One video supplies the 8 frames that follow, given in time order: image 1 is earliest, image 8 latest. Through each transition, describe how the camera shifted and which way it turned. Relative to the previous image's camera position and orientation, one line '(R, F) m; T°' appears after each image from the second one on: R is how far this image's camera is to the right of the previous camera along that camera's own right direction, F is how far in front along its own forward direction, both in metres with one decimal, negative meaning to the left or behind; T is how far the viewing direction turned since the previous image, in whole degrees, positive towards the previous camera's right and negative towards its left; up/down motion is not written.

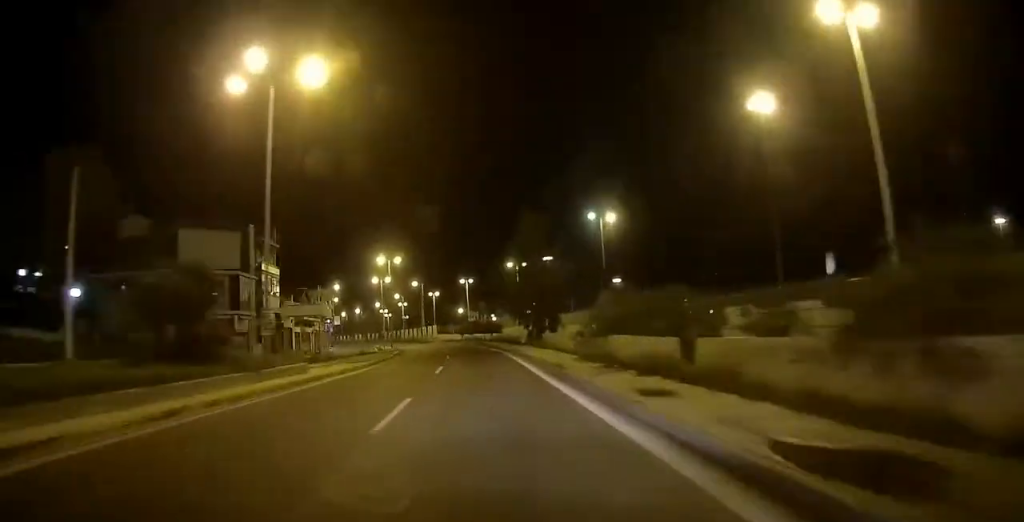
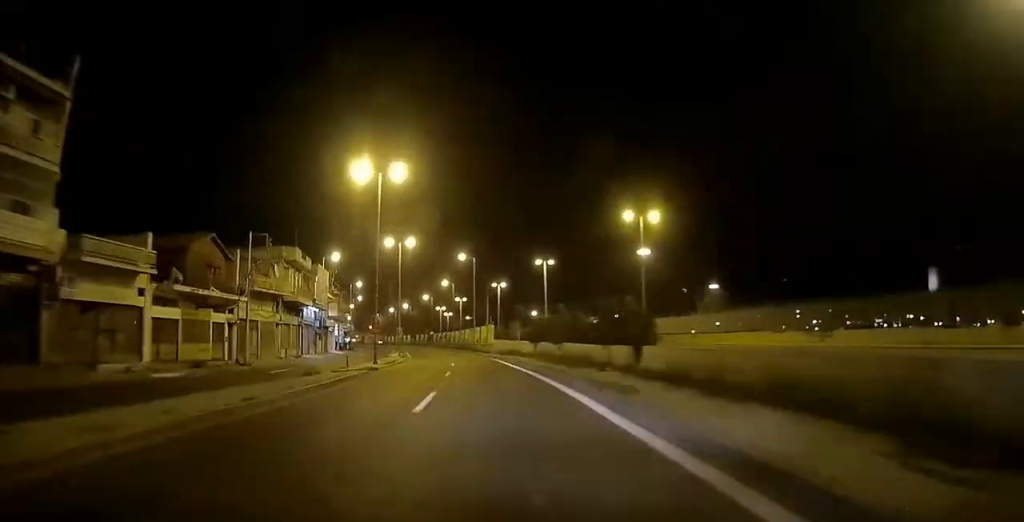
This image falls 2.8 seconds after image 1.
(+0.1, +44.0) m; -3°
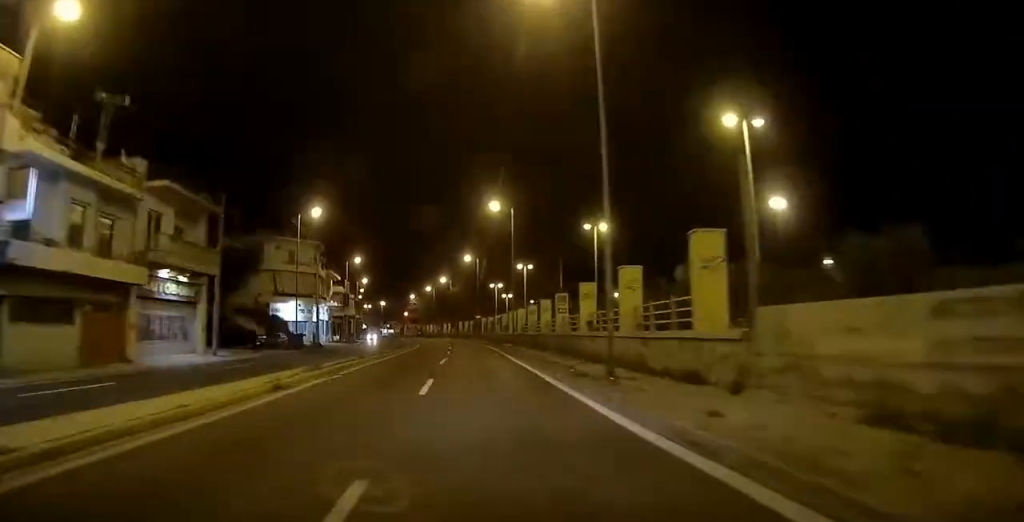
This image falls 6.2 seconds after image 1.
(-2.6, +52.6) m; -5°
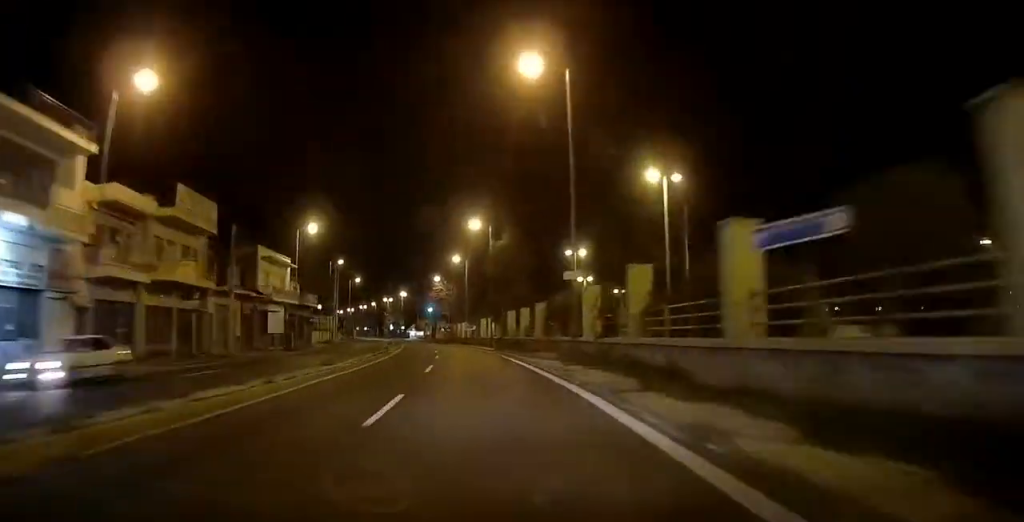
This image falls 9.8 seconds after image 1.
(-2.4, +57.0) m; -4°
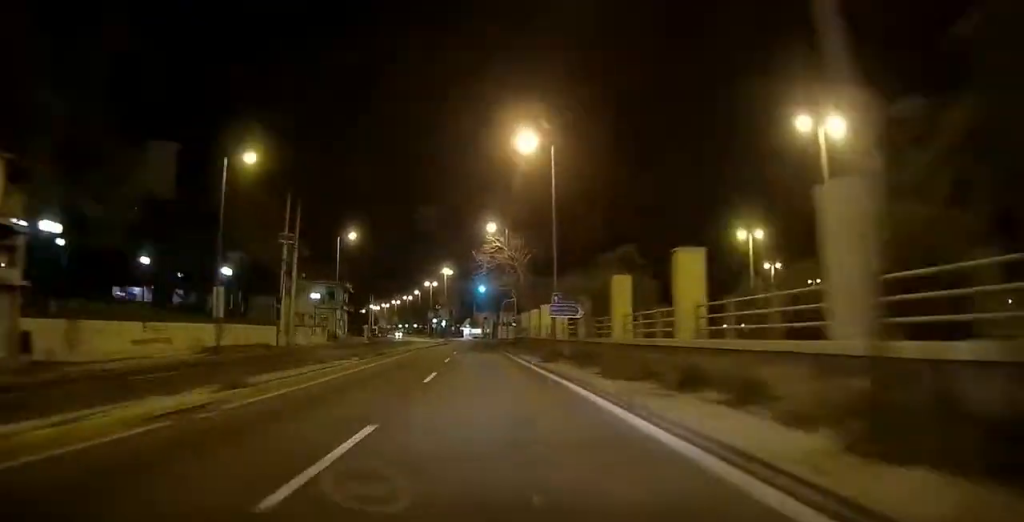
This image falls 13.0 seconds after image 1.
(-3.3, +46.0) m; 0°
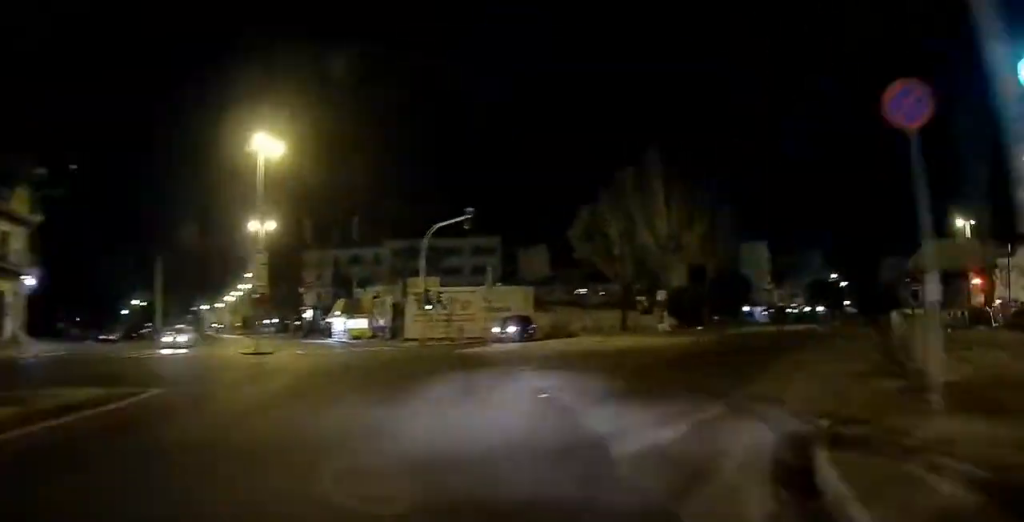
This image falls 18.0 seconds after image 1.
(+4.2, +62.3) m; +18°
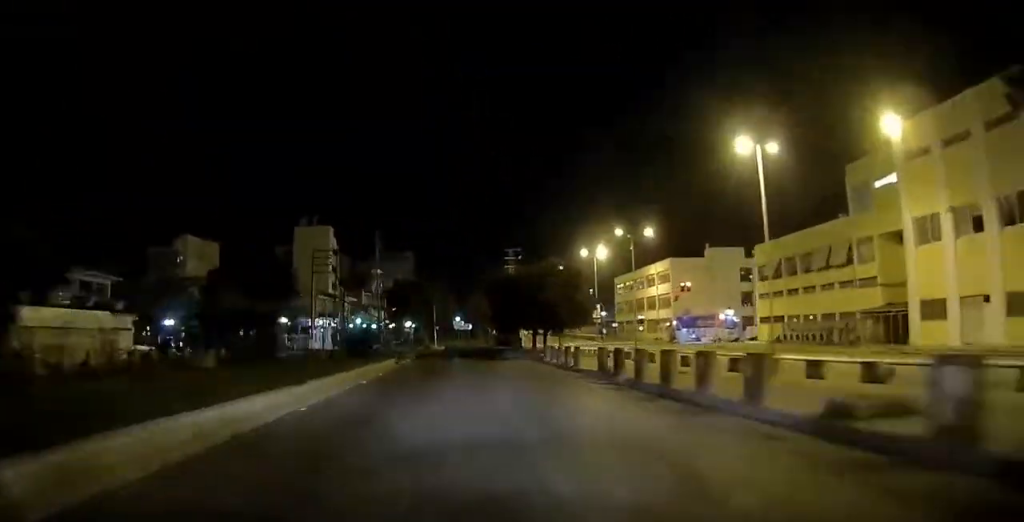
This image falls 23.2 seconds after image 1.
(+14.5, +50.8) m; +19°
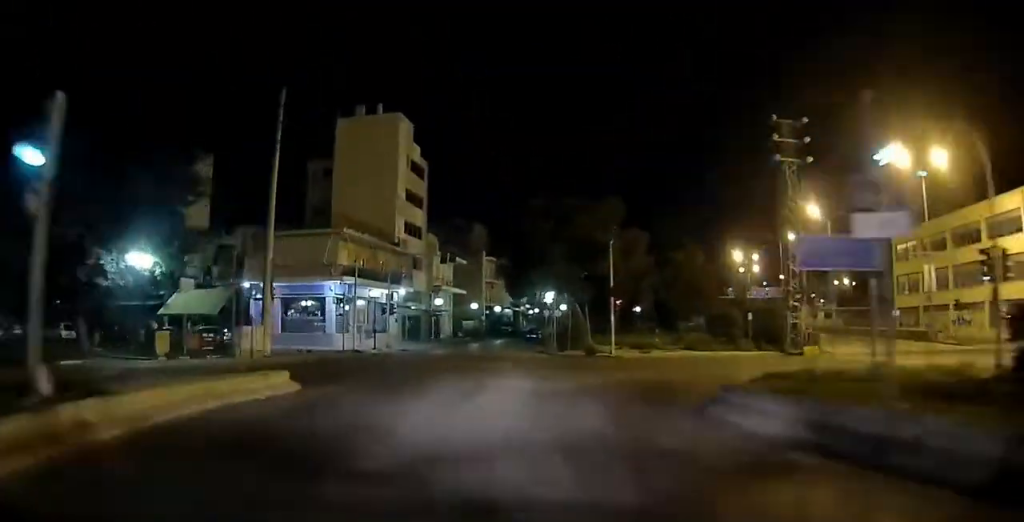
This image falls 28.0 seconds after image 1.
(+1.7, +44.6) m; +18°
